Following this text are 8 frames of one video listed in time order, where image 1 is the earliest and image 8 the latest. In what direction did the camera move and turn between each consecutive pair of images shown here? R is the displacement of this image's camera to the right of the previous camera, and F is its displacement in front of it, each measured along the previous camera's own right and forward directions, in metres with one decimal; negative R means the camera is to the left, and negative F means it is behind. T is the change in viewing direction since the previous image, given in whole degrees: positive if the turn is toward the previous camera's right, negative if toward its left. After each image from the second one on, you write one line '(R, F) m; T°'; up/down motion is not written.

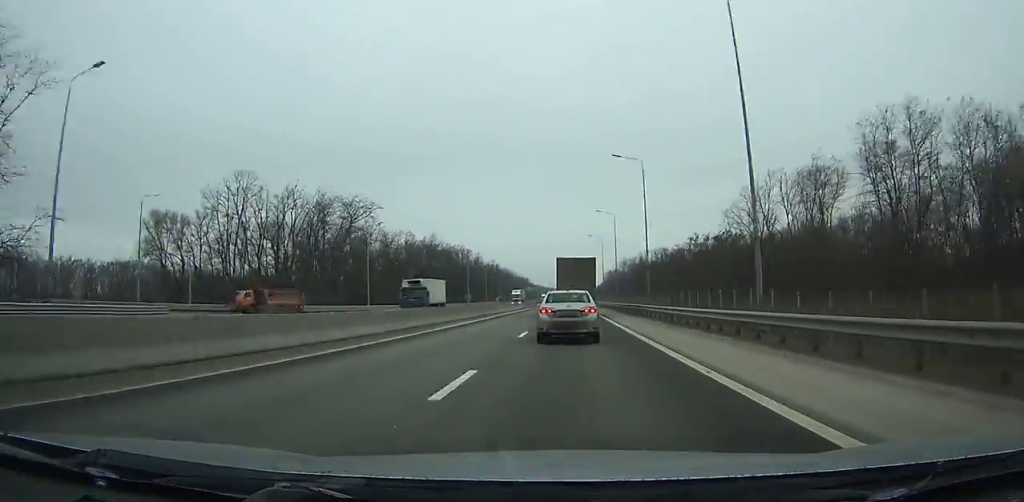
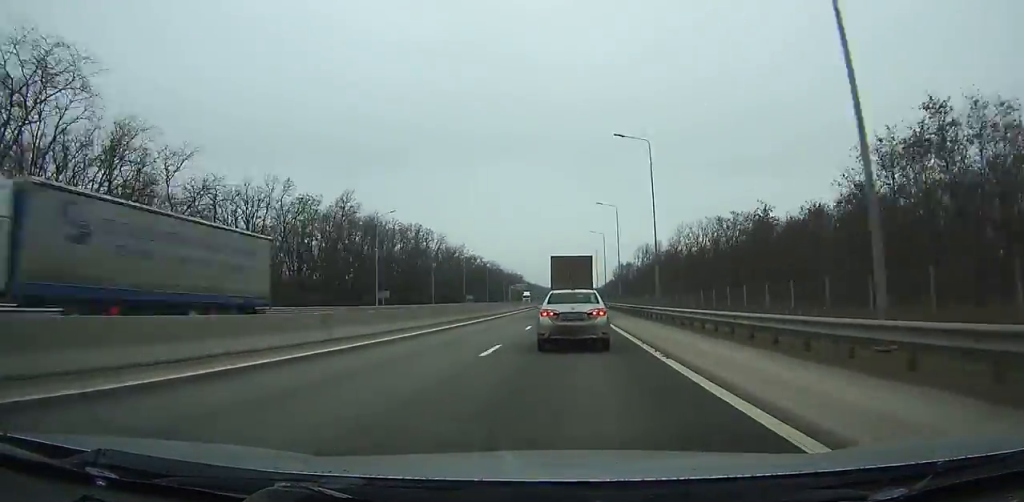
(0.0, +65.6) m; 0°
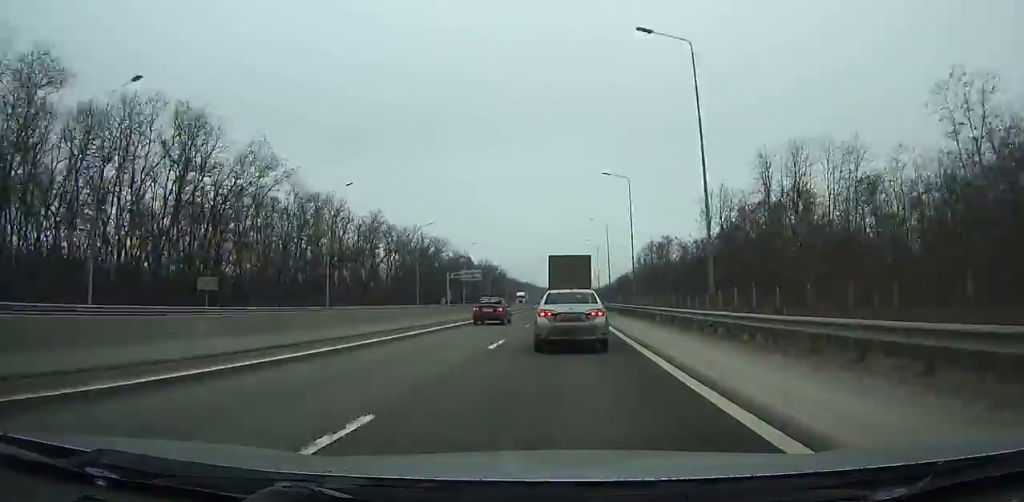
(-0.3, +107.8) m; 0°
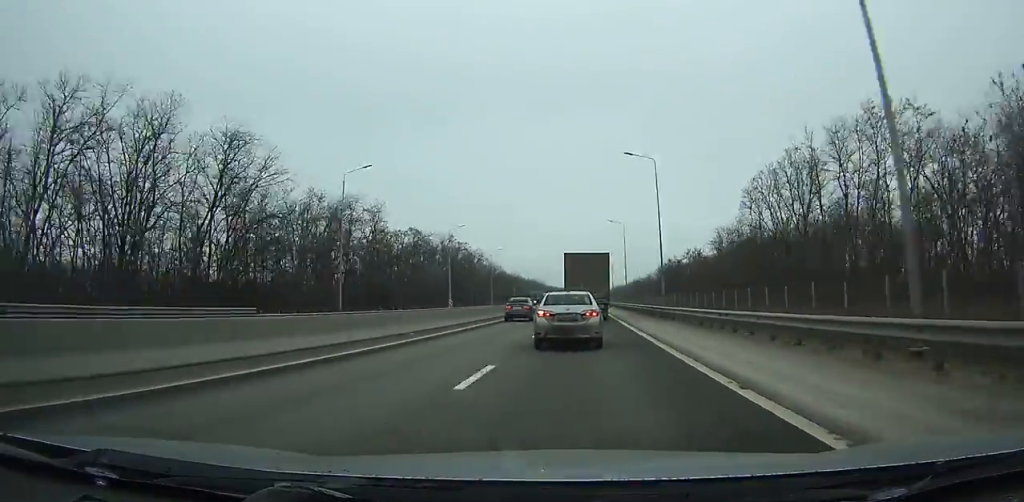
(-0.9, +105.9) m; -1°
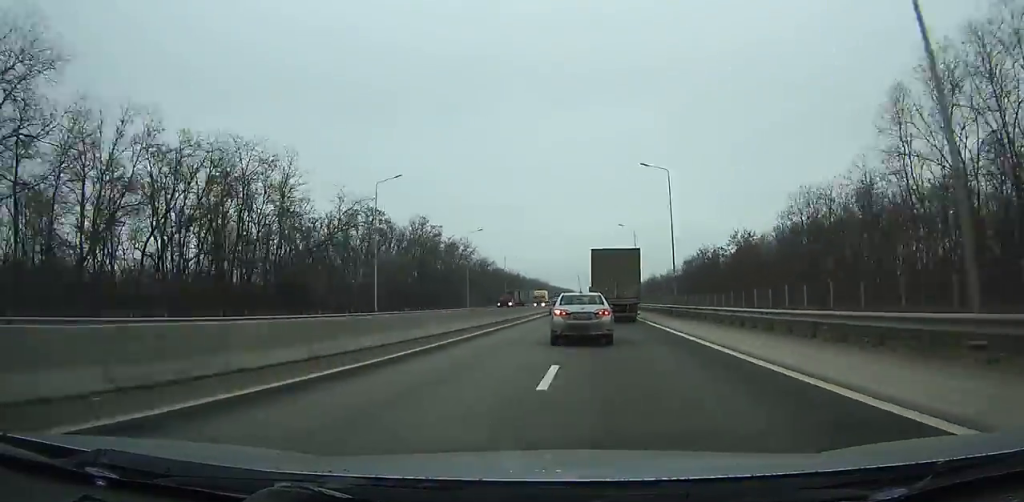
(0.0, +37.7) m; 0°
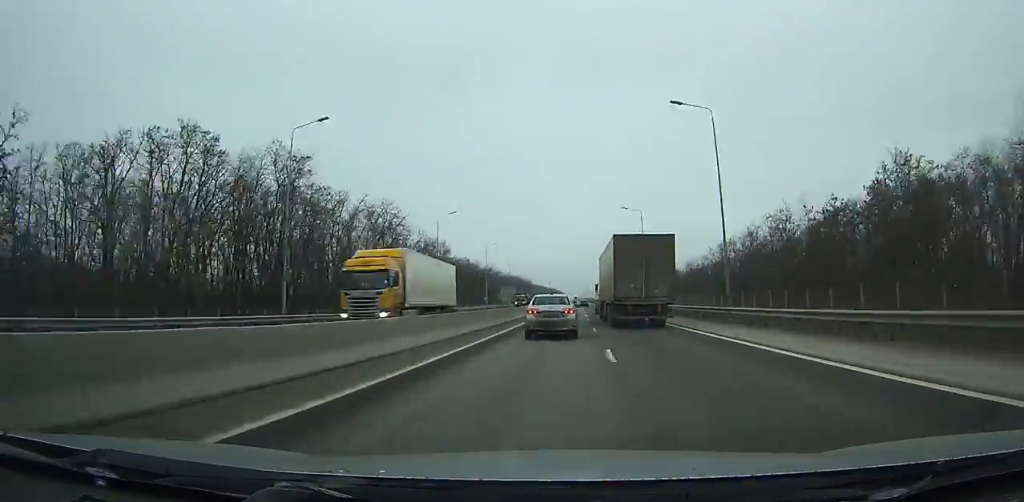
(+0.1, +57.9) m; 0°
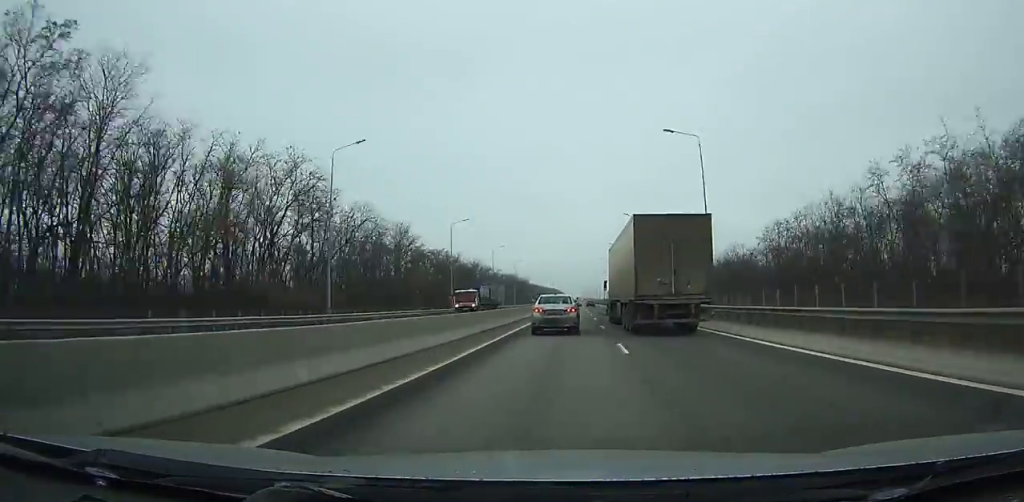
(+0.1, +34.9) m; 0°
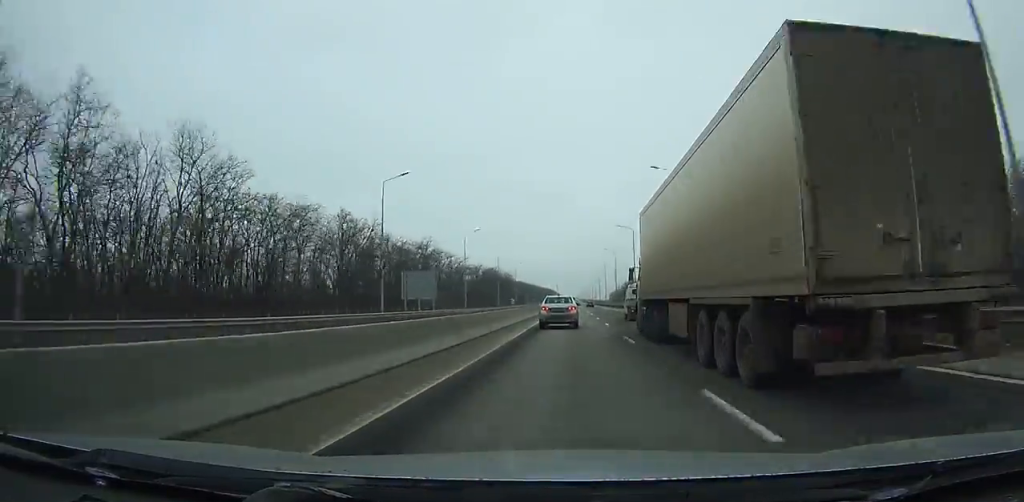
(+0.2, +70.0) m; 0°
